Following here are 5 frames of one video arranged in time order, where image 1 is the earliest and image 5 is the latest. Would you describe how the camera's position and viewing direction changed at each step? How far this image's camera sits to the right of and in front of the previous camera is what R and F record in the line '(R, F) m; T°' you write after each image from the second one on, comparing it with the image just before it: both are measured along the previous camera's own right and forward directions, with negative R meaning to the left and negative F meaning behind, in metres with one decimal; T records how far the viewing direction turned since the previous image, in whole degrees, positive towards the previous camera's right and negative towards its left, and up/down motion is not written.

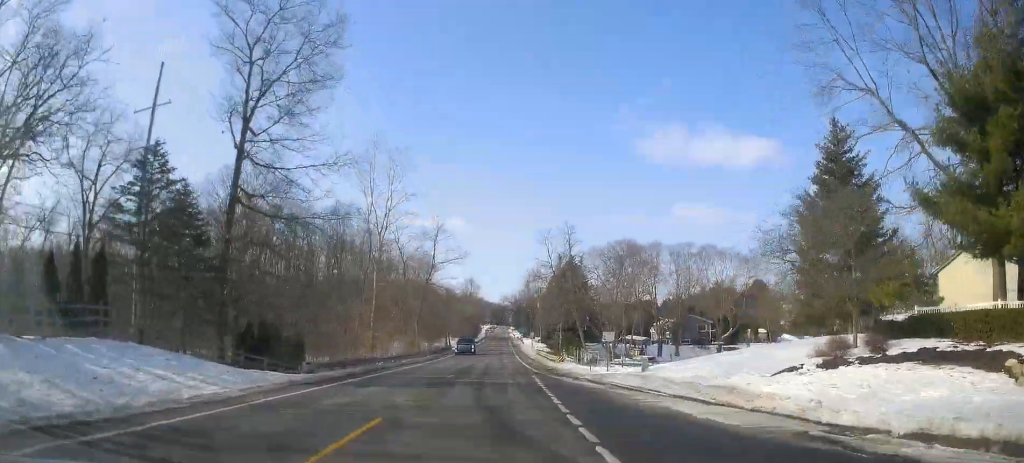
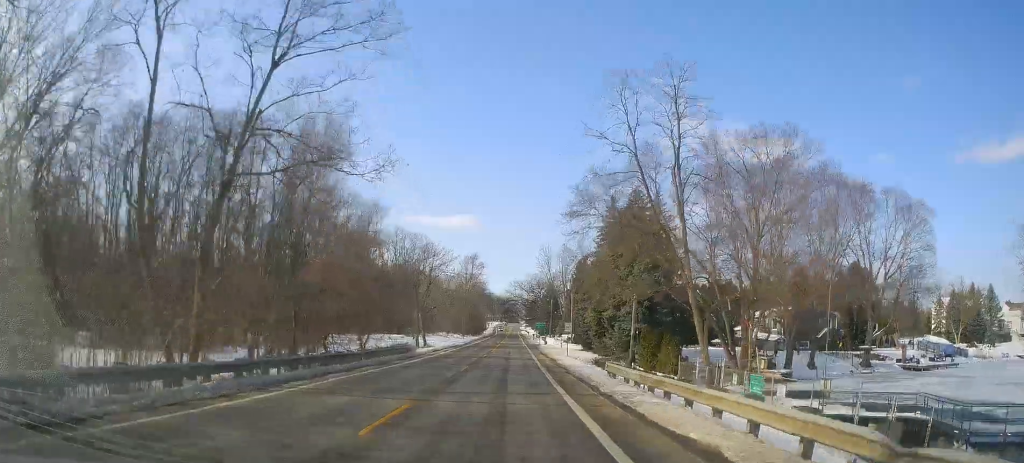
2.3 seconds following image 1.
(0.0, +43.4) m; +1°
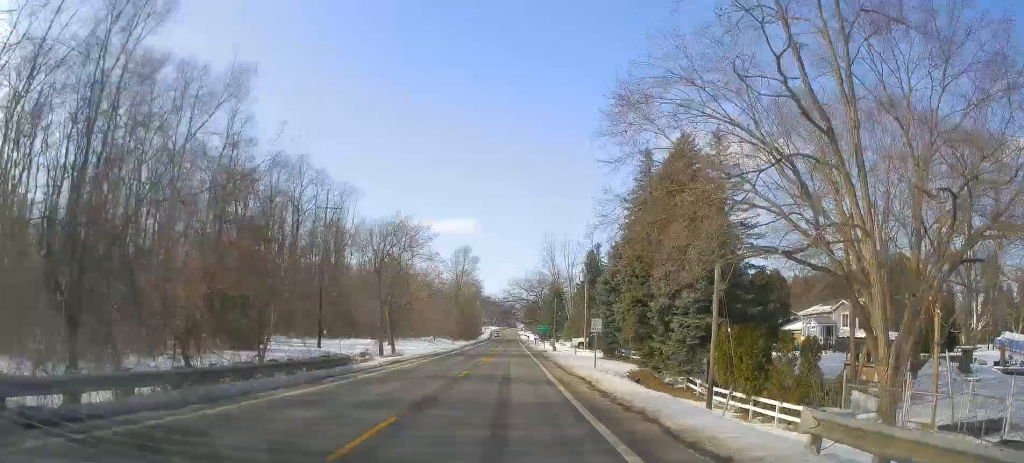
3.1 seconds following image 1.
(+0.2, +16.9) m; +1°
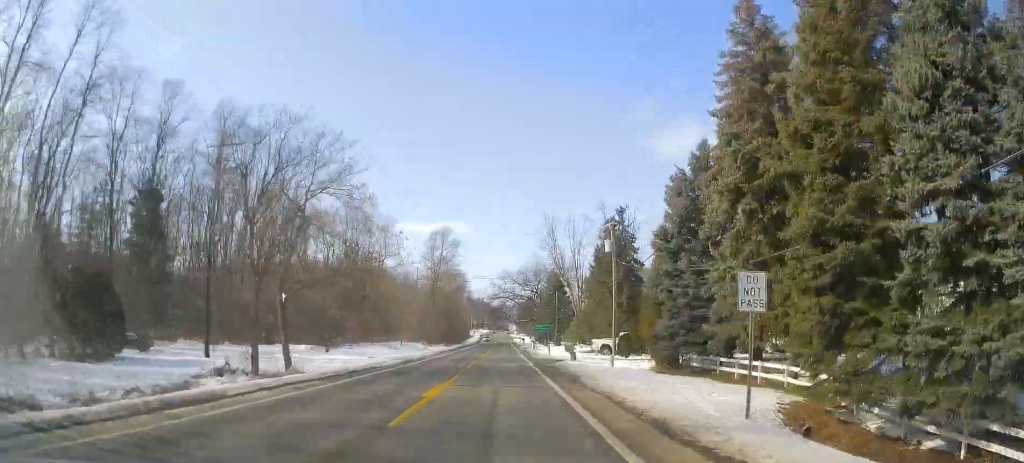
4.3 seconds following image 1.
(-0.1, +22.1) m; -2°
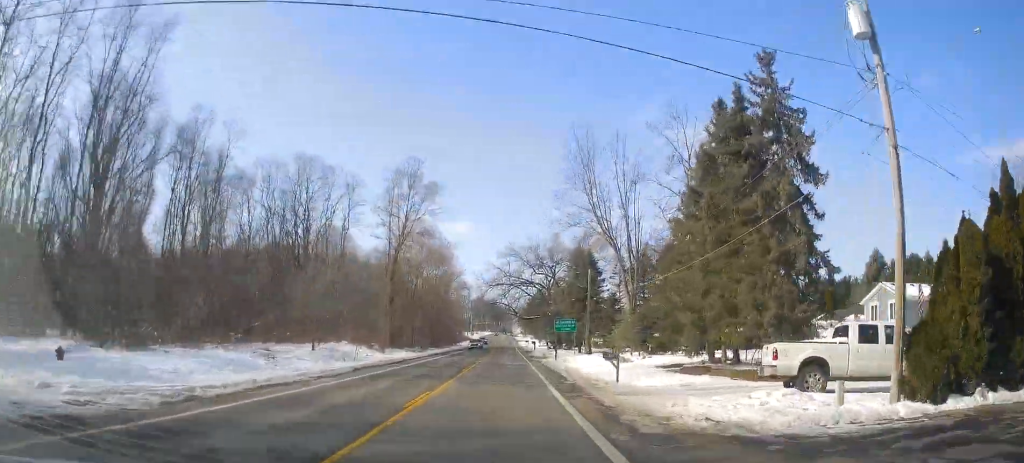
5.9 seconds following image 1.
(-0.8, +33.0) m; 0°
